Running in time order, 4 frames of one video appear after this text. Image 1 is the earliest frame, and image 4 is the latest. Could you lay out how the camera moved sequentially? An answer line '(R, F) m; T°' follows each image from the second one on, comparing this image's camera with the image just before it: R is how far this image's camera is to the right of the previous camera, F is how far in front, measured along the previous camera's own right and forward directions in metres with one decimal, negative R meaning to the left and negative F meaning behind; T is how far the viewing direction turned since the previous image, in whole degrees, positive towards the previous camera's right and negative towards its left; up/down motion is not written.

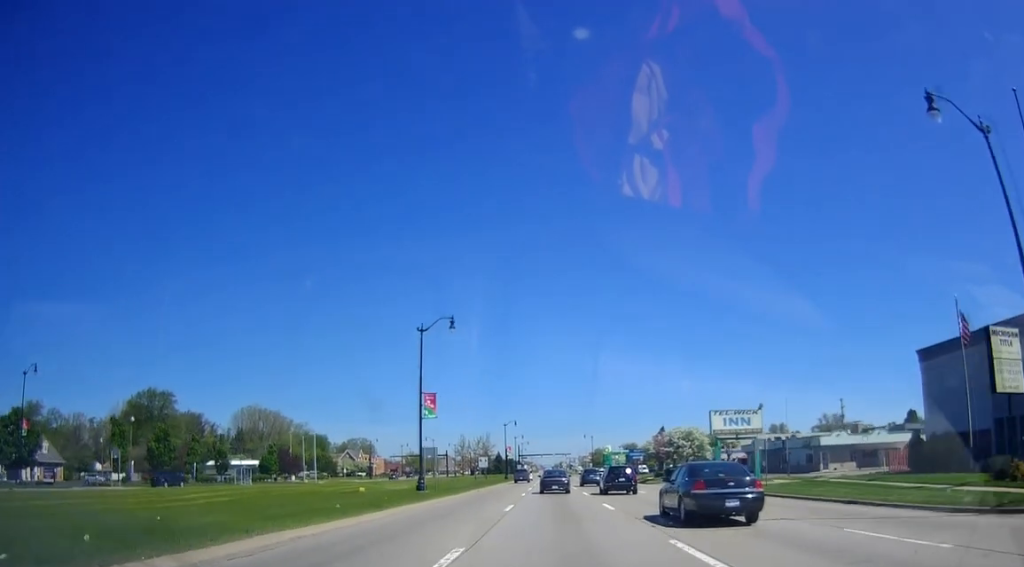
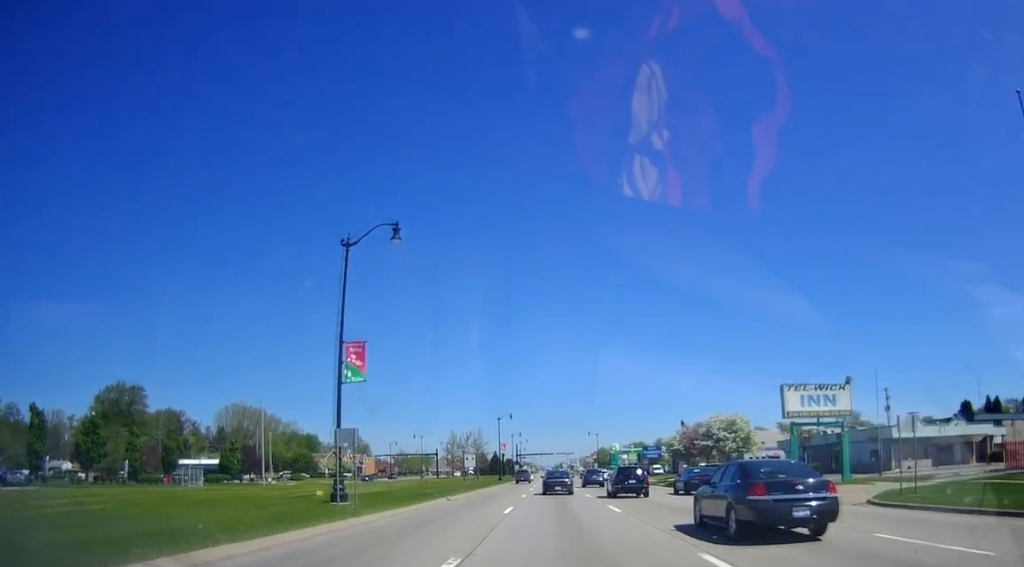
(0.0, +16.3) m; -2°
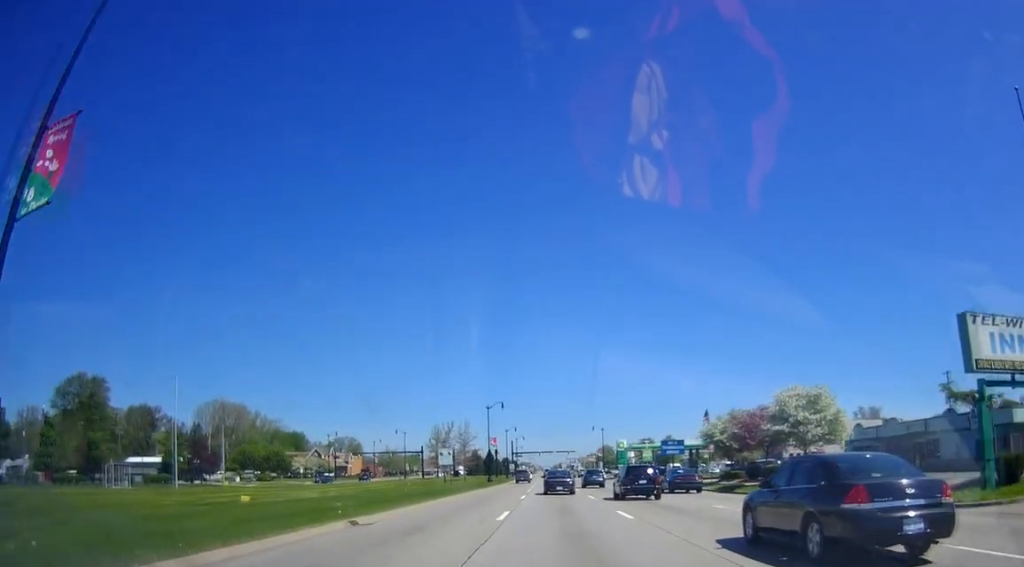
(-0.8, +17.5) m; 0°
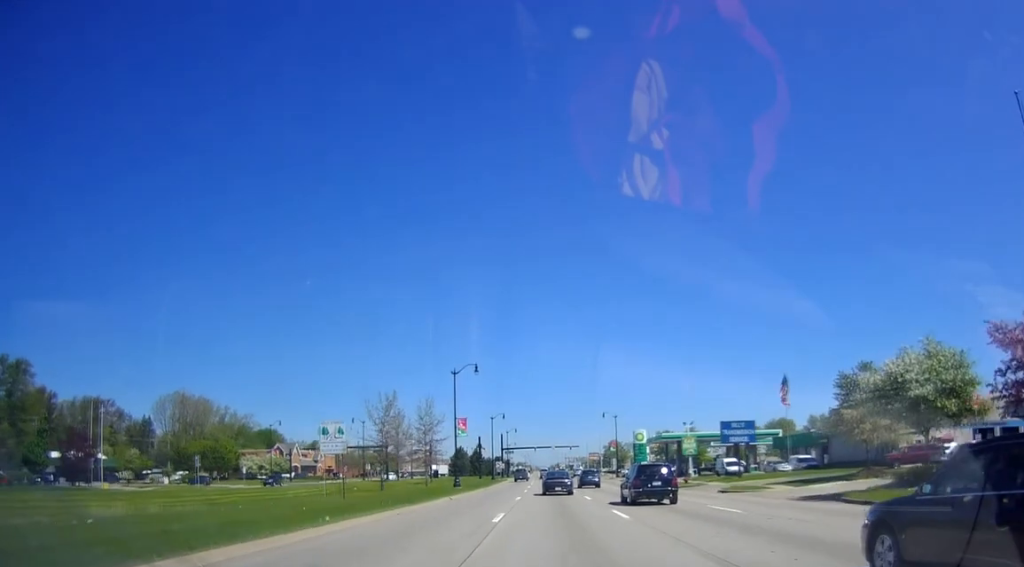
(+0.8, +29.6) m; 0°
